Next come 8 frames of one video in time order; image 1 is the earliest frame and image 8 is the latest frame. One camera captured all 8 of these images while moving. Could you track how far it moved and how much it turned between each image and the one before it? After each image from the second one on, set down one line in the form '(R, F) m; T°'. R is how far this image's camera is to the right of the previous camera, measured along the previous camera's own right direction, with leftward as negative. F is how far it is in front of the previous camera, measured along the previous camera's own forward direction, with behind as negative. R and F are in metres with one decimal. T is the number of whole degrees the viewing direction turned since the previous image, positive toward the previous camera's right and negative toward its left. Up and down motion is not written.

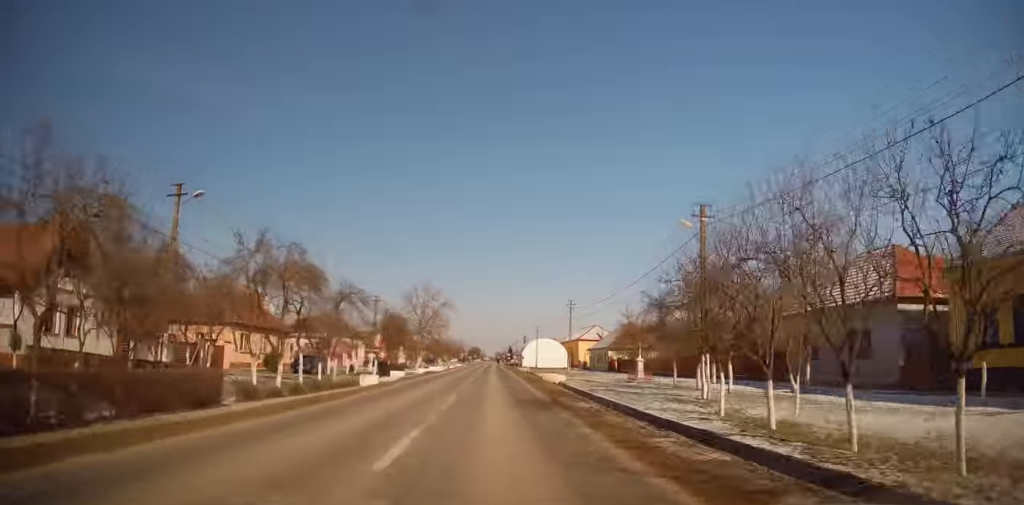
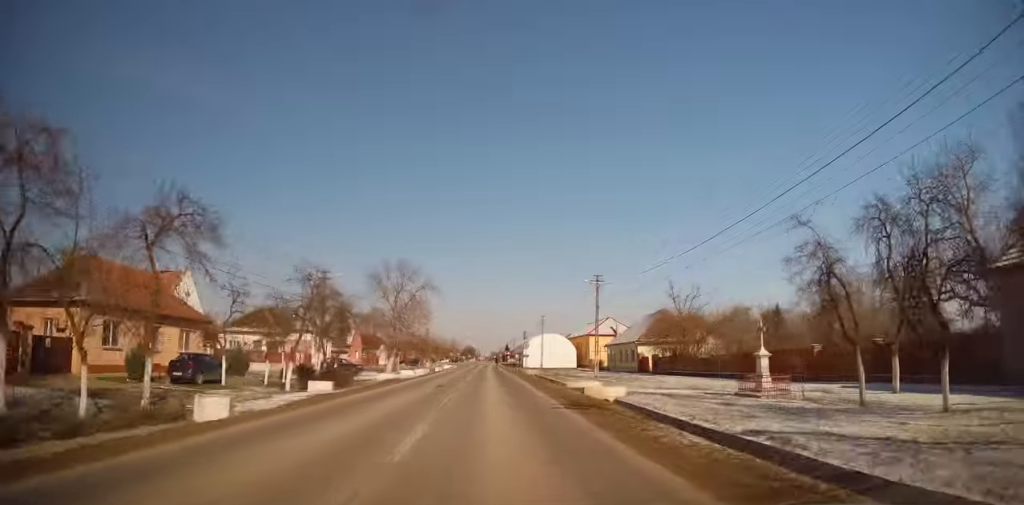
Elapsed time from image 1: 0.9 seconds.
(0.0, +17.5) m; +1°
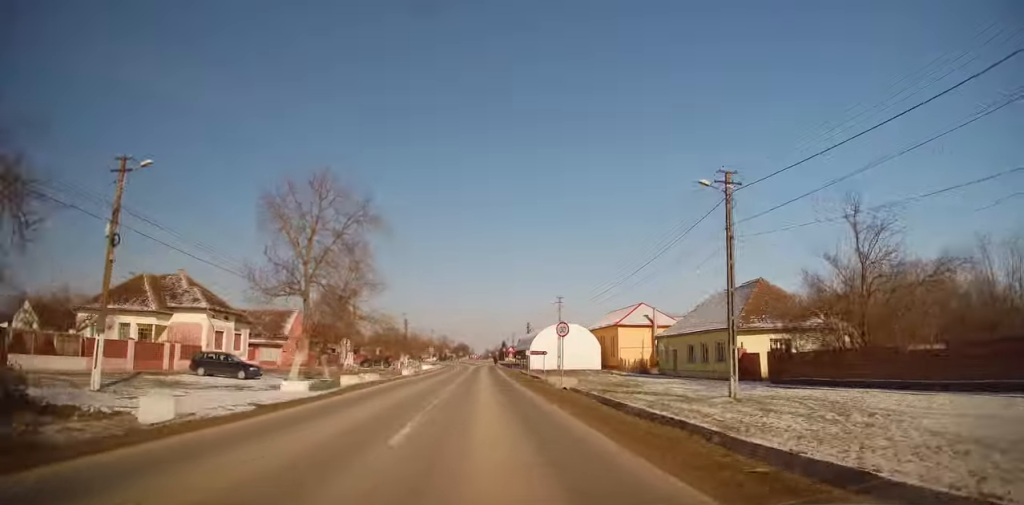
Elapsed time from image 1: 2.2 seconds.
(+0.4, +24.8) m; 0°
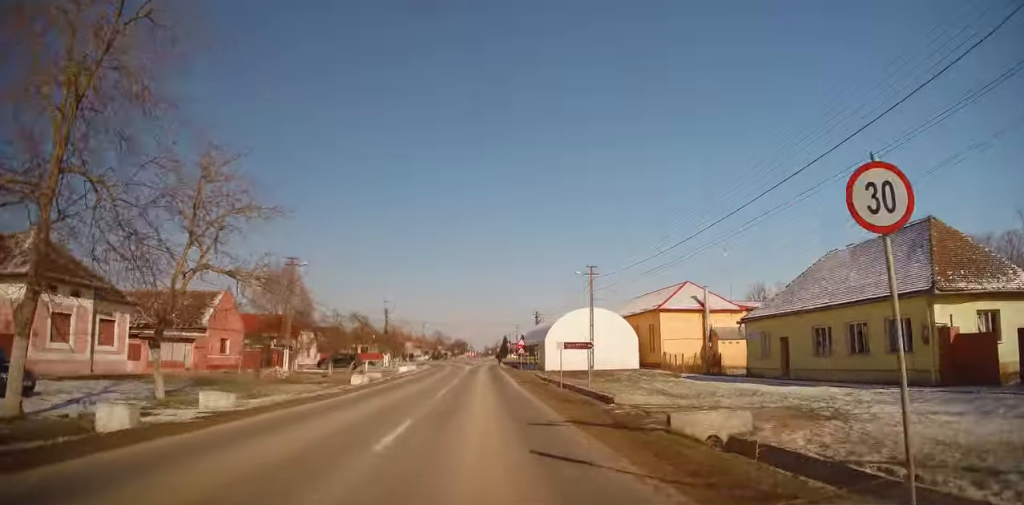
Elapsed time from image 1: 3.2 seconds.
(-0.2, +18.8) m; -1°
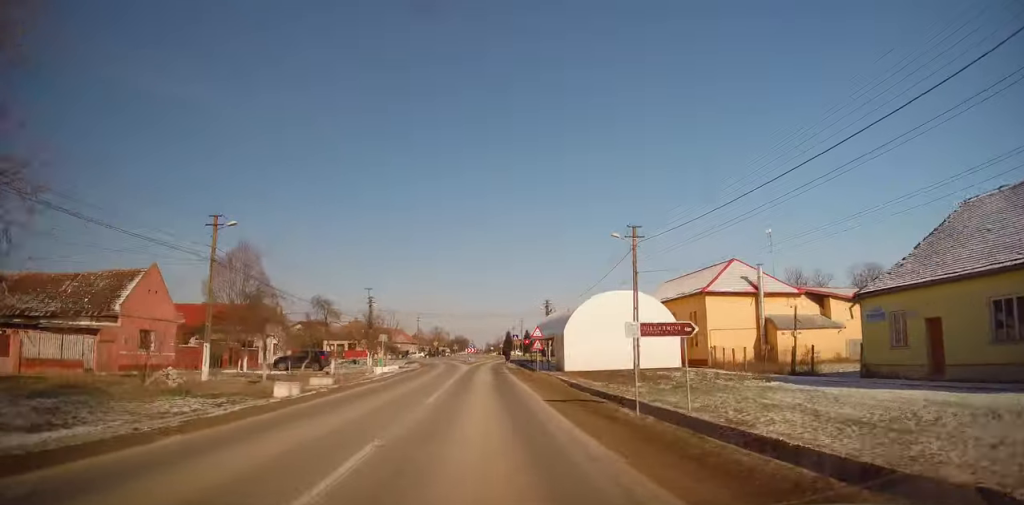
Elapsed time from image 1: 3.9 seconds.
(-0.1, +12.1) m; 0°
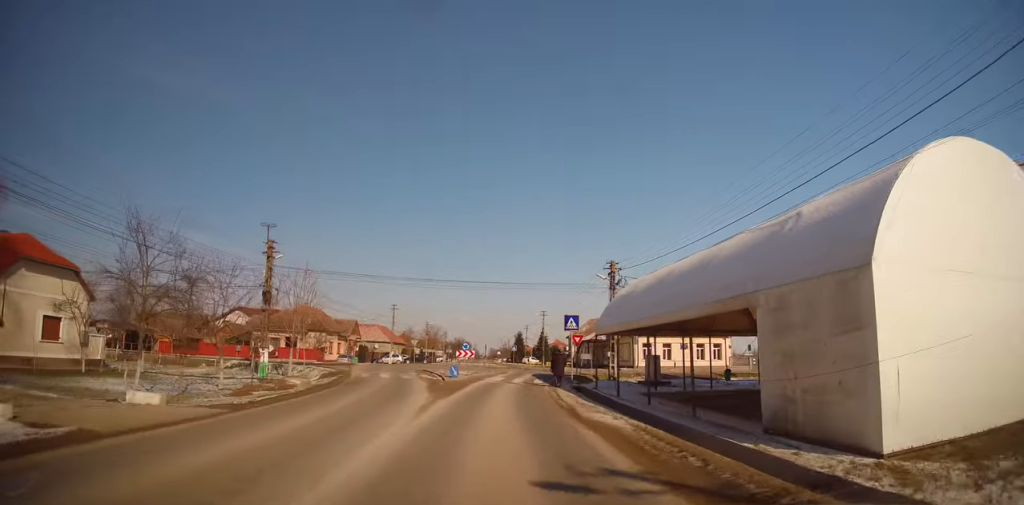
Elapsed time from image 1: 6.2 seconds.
(+0.2, +34.2) m; -1°
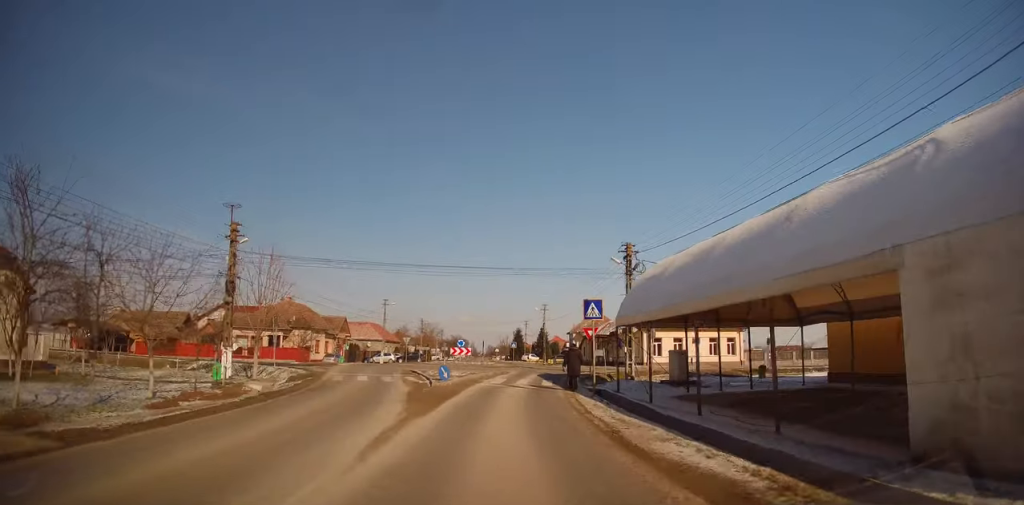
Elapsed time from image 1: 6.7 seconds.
(-0.1, +5.4) m; 0°
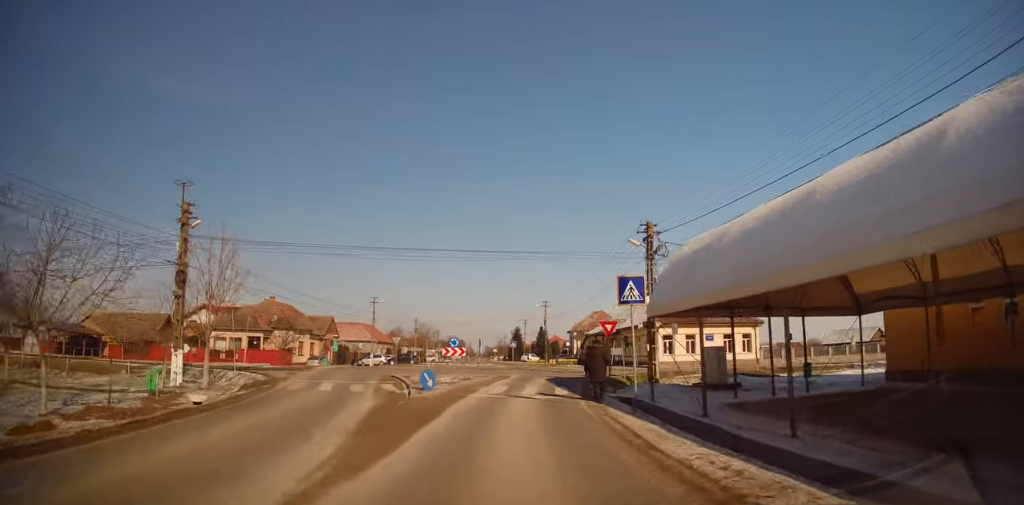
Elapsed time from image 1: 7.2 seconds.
(+0.1, +4.9) m; +1°
